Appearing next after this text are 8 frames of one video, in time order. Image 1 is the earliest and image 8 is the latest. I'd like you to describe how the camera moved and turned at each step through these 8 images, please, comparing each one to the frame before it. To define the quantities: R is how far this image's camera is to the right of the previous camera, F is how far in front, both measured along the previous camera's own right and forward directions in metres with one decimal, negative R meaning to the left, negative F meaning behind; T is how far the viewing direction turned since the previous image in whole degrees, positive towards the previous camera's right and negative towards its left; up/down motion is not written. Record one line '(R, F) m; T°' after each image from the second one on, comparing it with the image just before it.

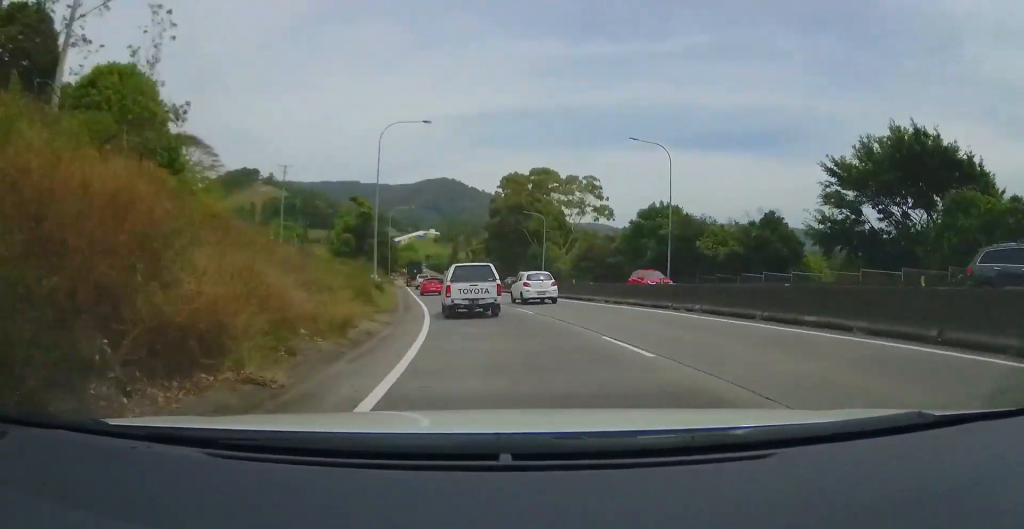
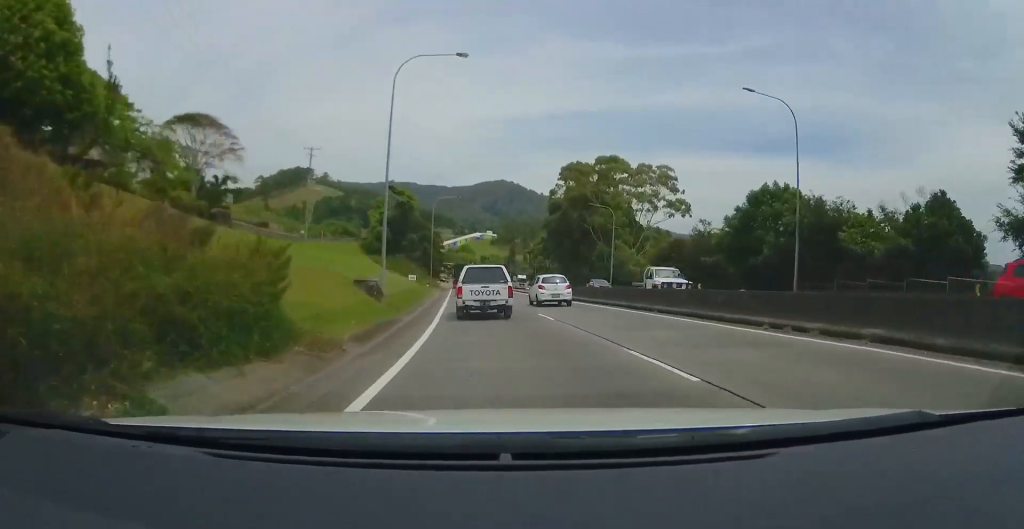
(-1.3, +14.0) m; -8°
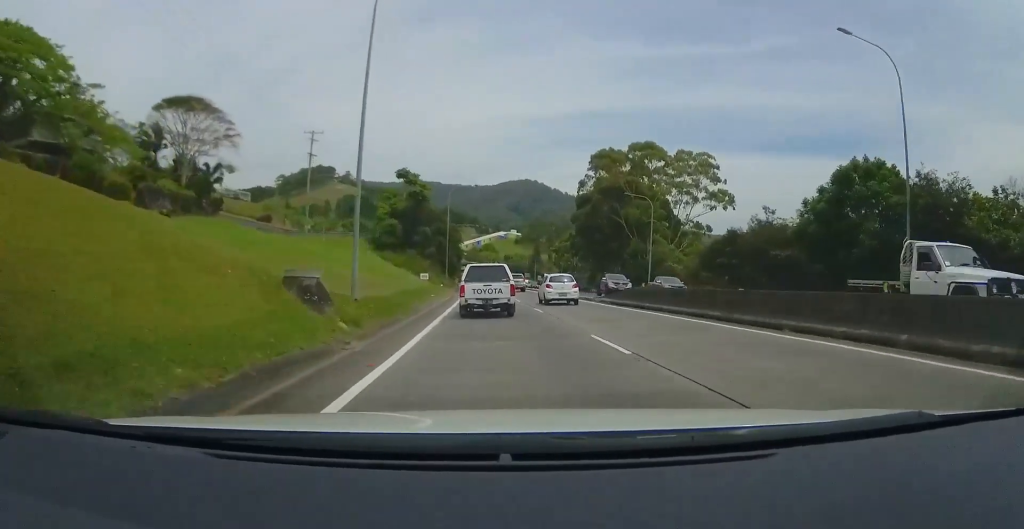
(-0.4, +8.9) m; -4°
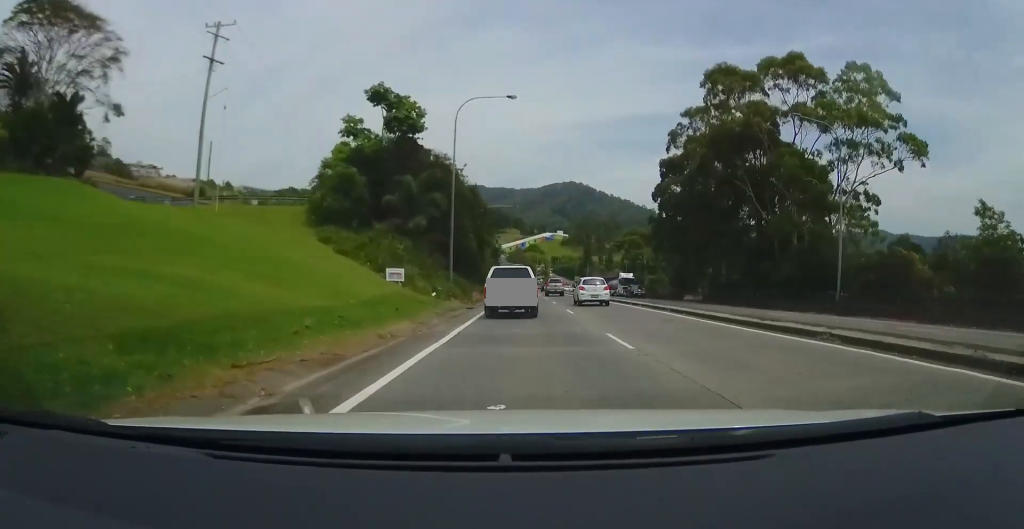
(-3.0, +35.2) m; -6°
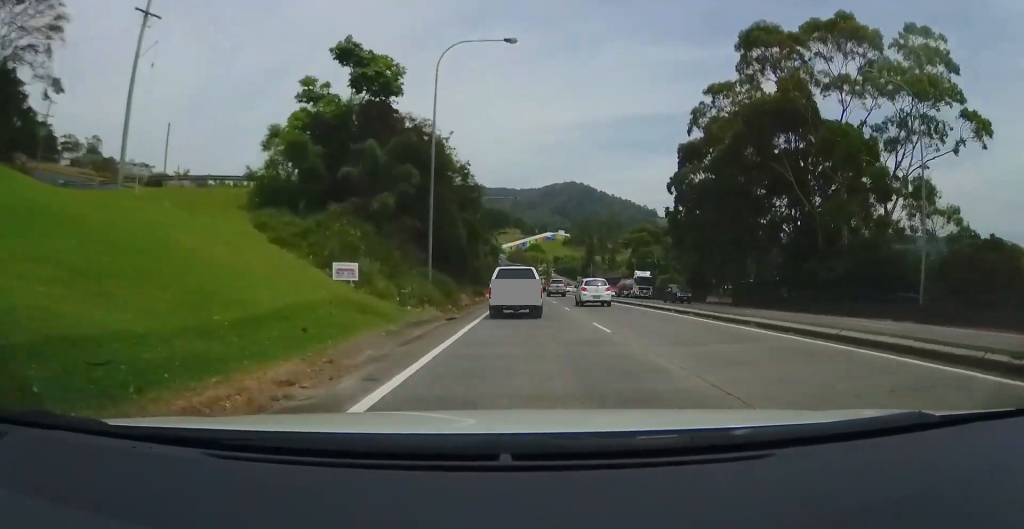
(+0.1, +8.8) m; 0°
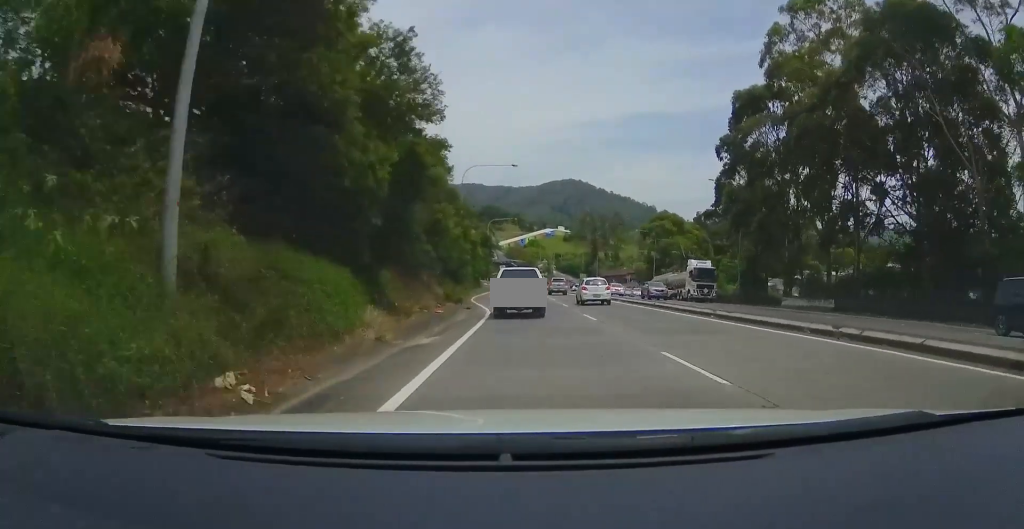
(0.0, +20.1) m; -1°
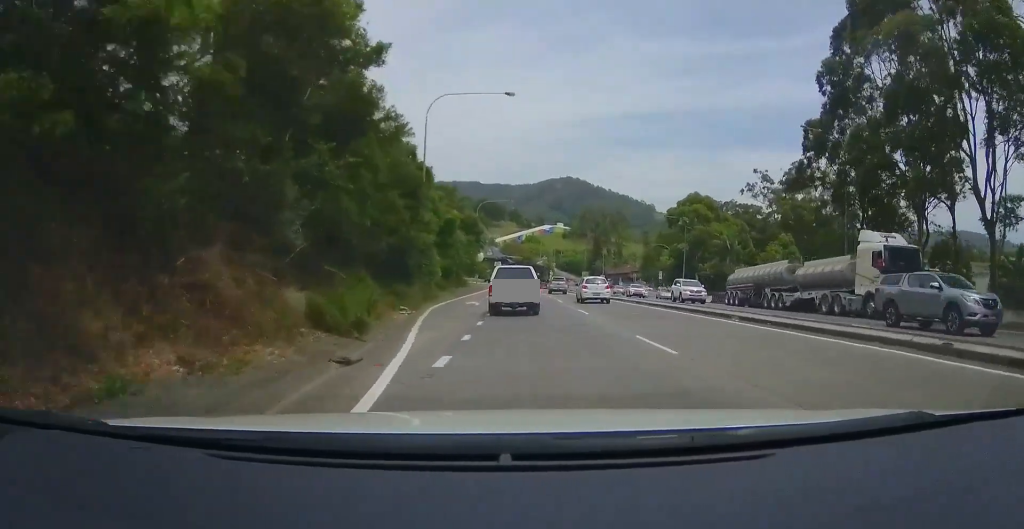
(-0.1, +21.1) m; +1°
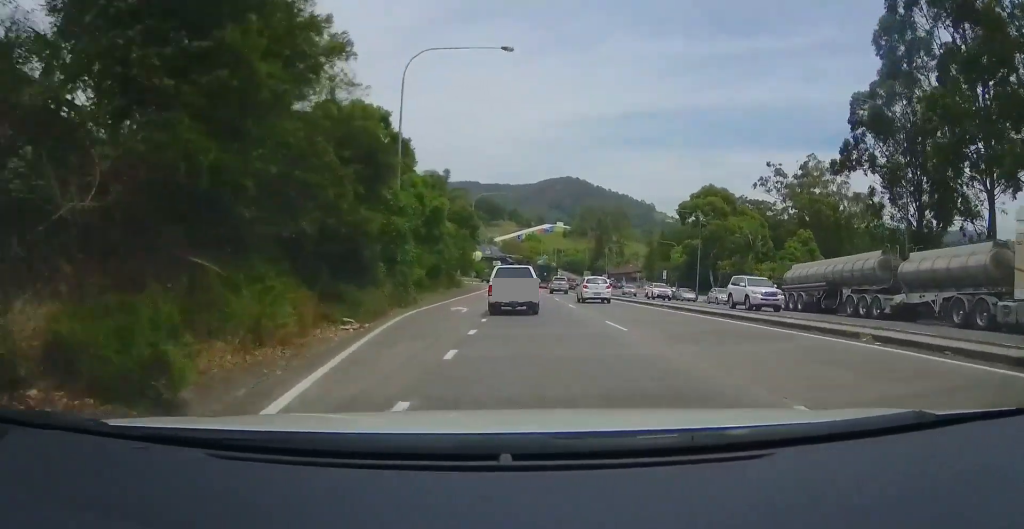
(0.0, +7.2) m; +1°
